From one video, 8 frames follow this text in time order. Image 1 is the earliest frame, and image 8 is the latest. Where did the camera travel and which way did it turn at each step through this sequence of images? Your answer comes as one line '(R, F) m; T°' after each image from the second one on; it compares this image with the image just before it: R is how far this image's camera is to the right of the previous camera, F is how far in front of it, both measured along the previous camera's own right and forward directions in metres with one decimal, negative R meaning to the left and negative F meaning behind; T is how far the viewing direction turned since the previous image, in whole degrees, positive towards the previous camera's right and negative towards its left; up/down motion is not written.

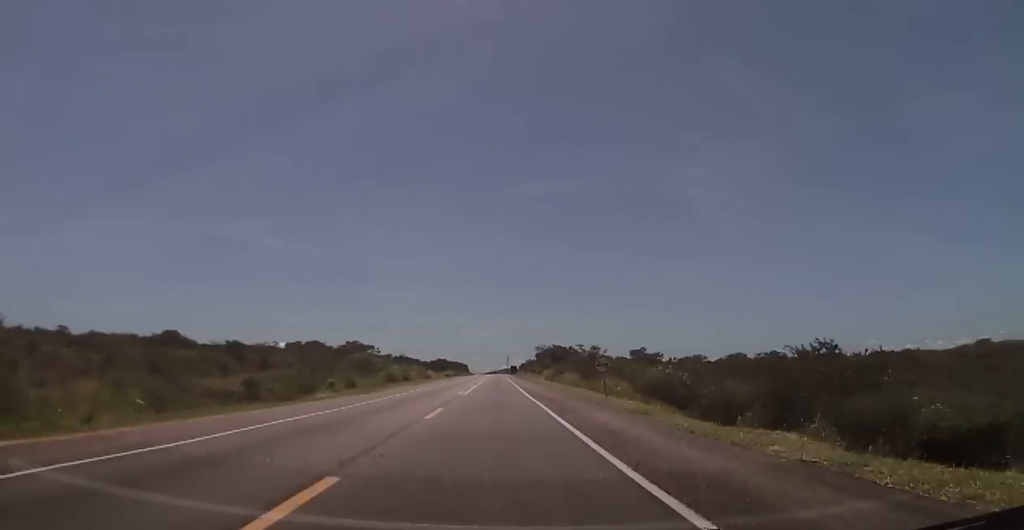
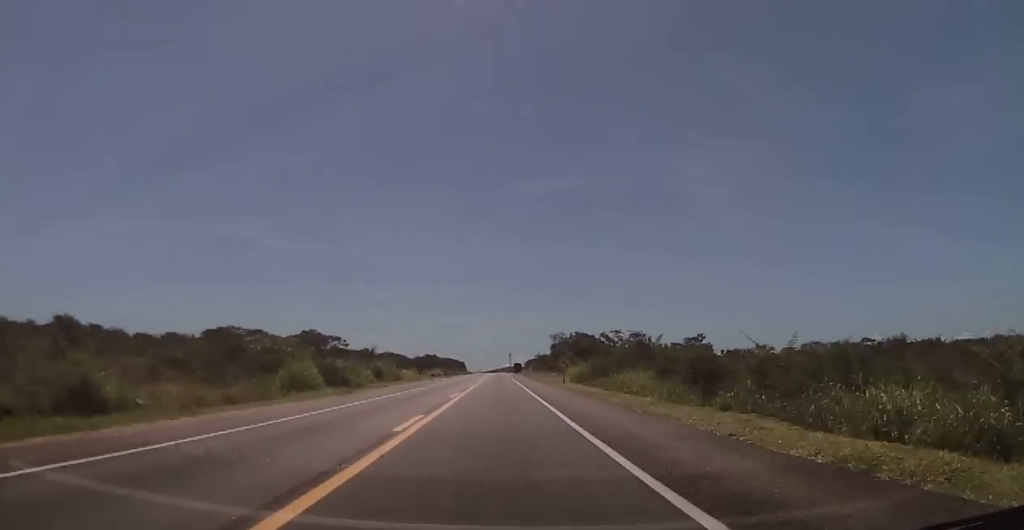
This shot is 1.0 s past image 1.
(-0.4, +40.5) m; 0°
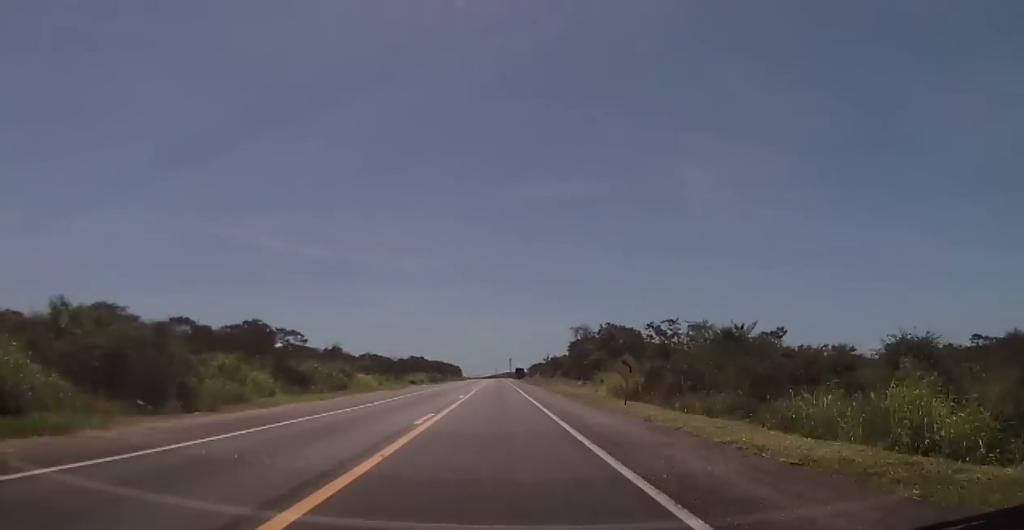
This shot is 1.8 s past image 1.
(+0.2, +30.8) m; 0°
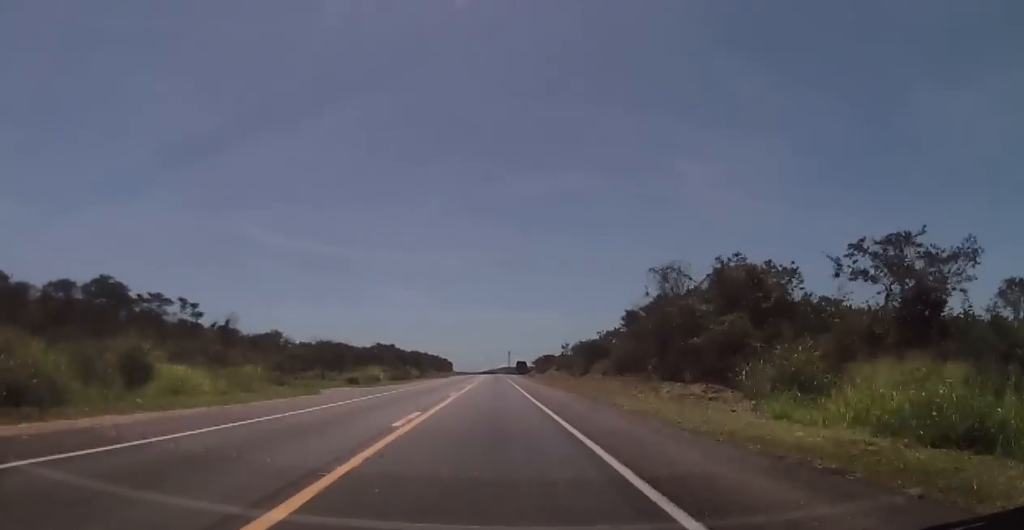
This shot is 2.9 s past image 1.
(-0.2, +40.1) m; 0°
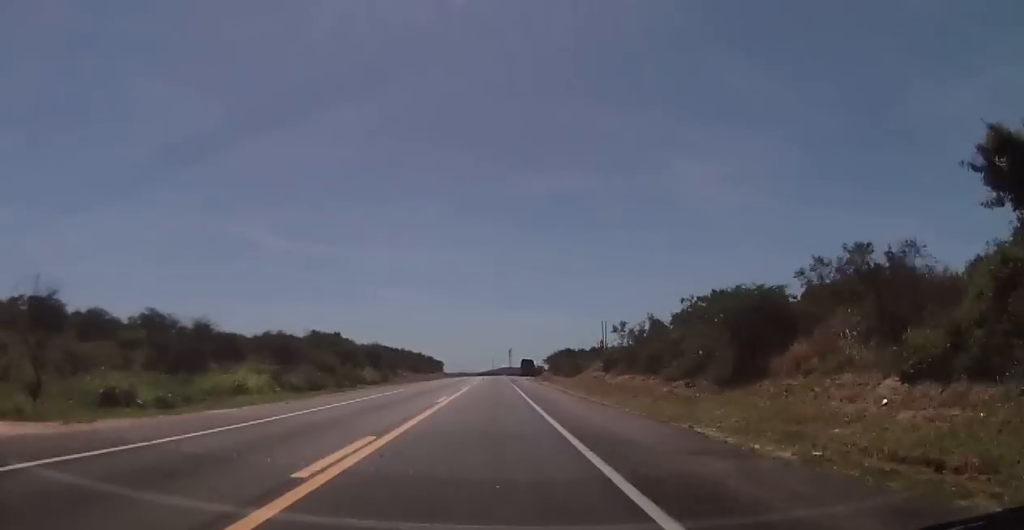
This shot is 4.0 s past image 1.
(+0.1, +39.3) m; 0°
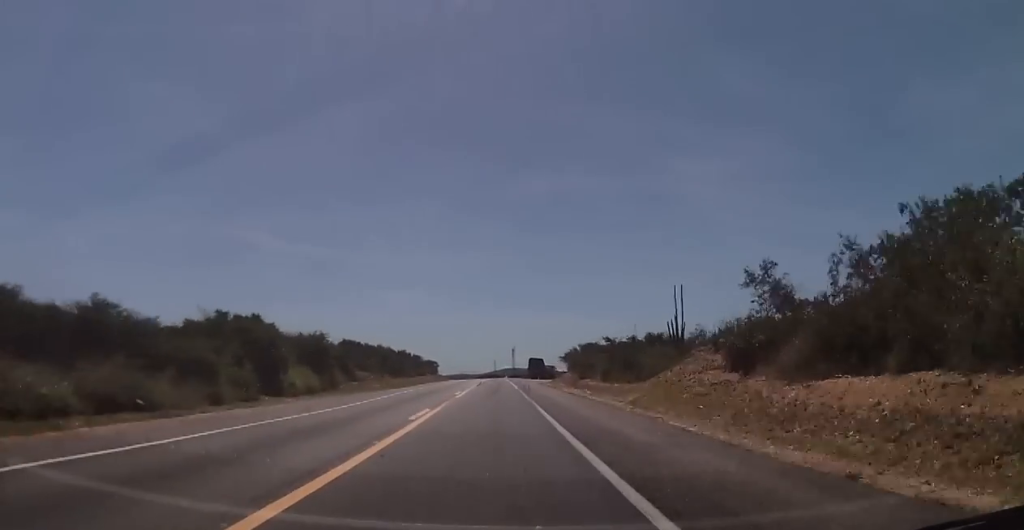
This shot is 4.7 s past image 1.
(-0.3, +26.6) m; 0°
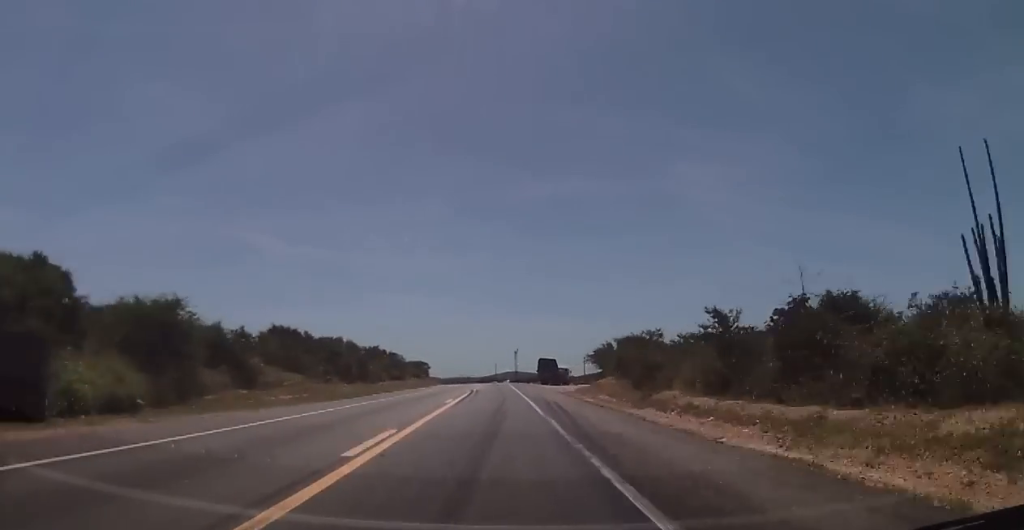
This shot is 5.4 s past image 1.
(+0.5, +25.8) m; 0°
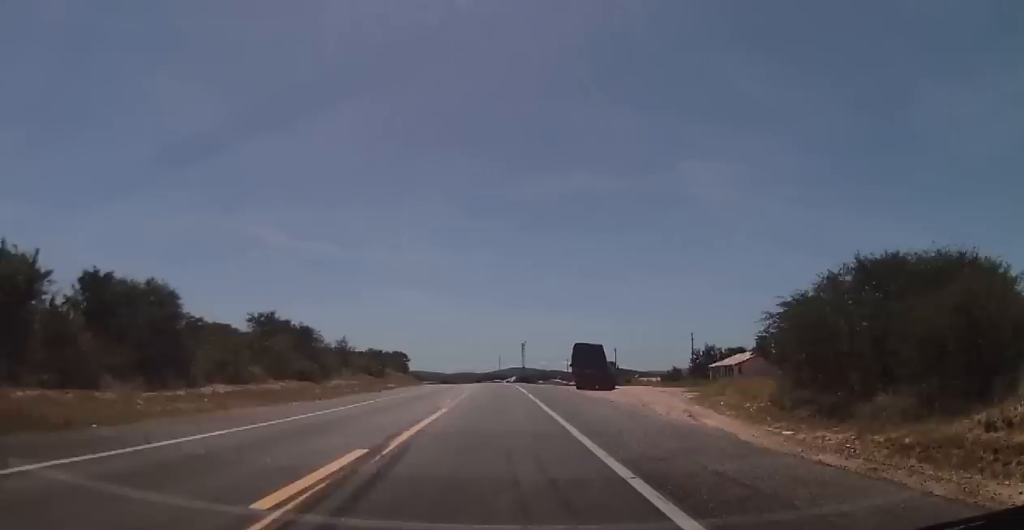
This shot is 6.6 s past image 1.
(-0.6, +41.8) m; -1°
